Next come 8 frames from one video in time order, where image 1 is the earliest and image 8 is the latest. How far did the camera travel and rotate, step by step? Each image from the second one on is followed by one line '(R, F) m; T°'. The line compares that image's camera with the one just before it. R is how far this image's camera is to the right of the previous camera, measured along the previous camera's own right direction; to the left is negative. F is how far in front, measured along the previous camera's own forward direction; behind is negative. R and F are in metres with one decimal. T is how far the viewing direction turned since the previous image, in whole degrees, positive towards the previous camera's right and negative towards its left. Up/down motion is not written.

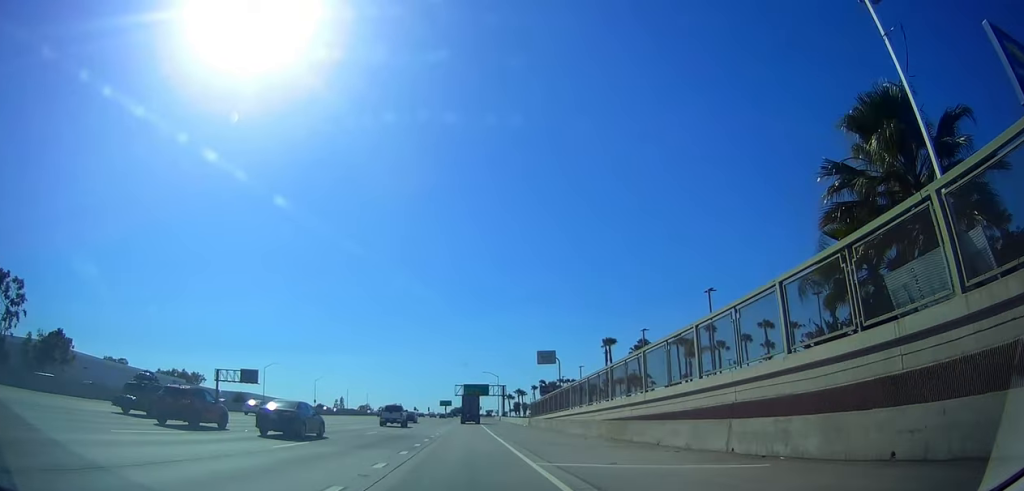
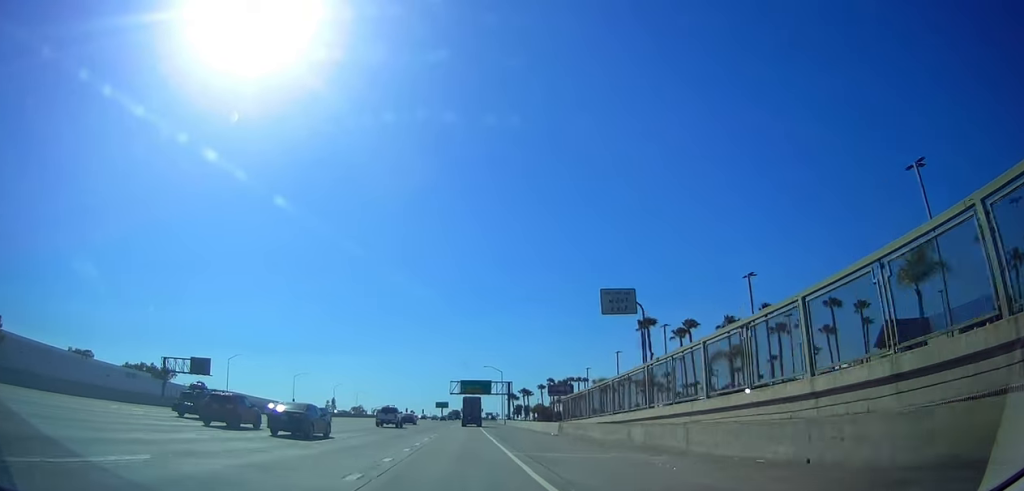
(0.0, +25.4) m; -1°
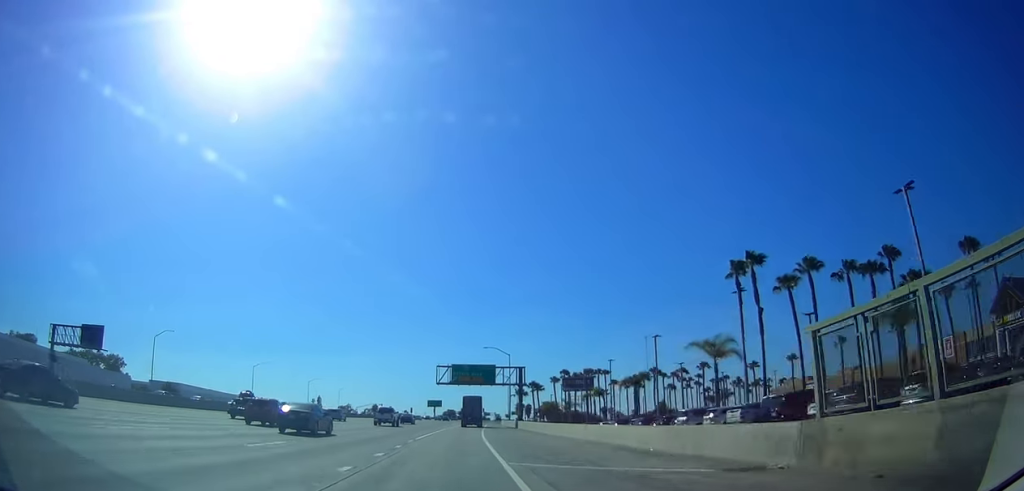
(-0.7, +35.3) m; -1°
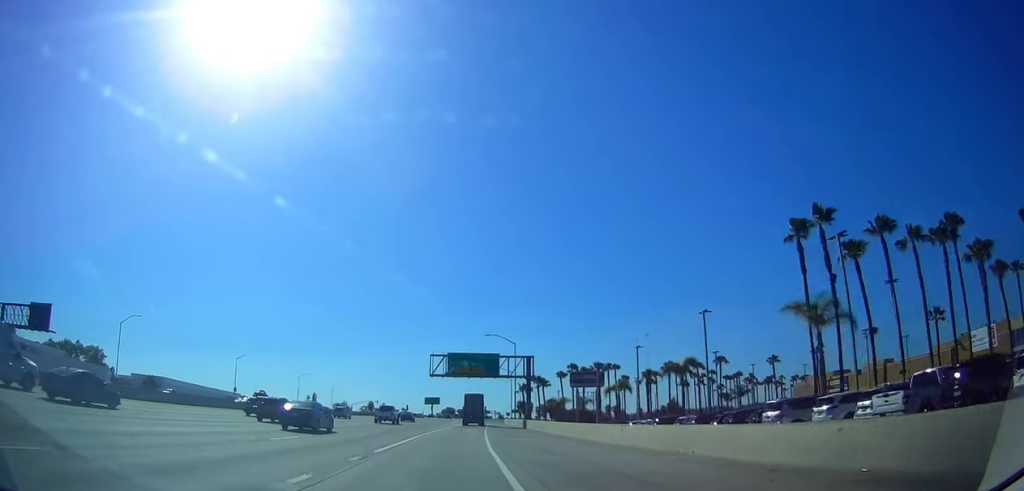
(-0.1, +12.5) m; +1°
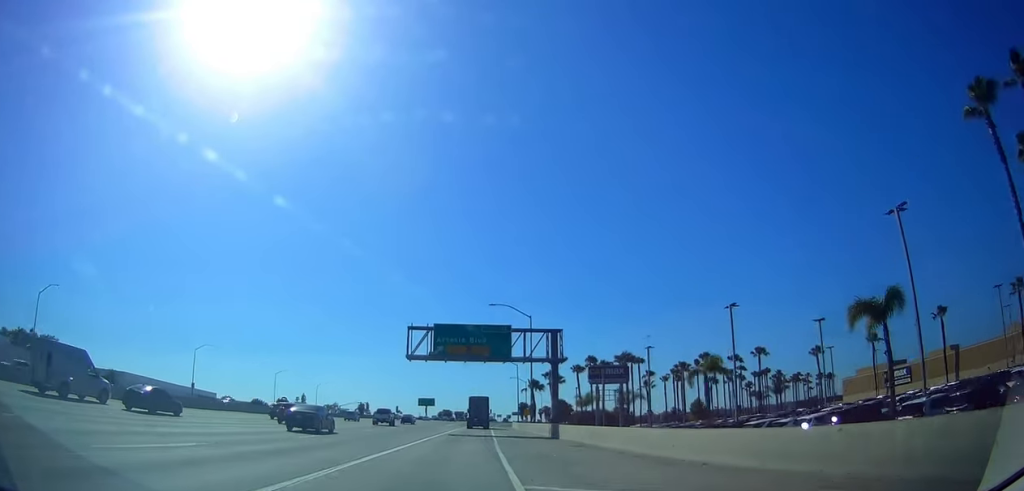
(+0.4, +23.9) m; +1°
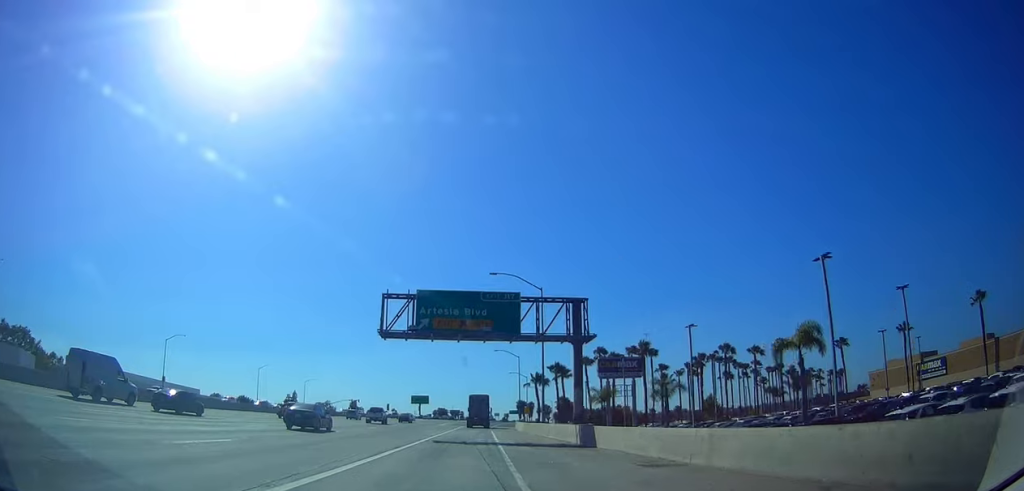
(0.0, +12.1) m; 0°
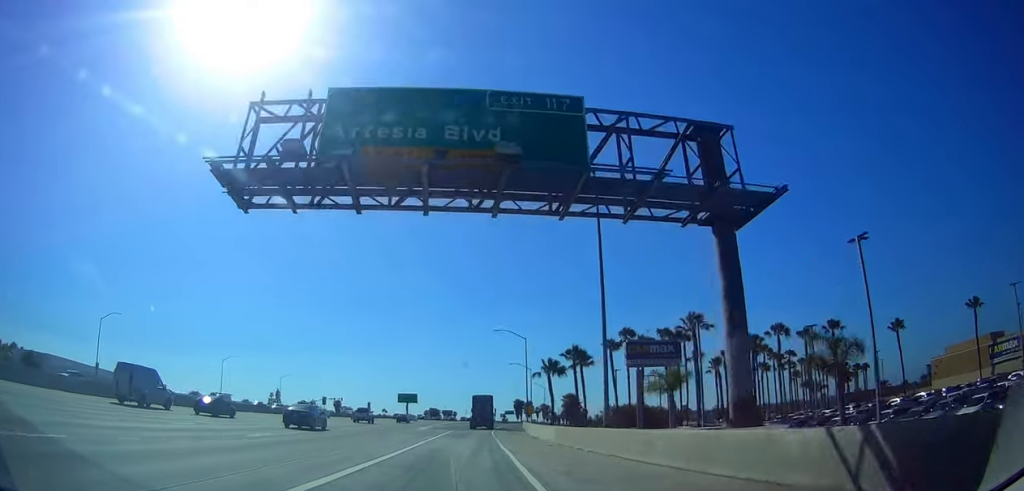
(0.0, +22.4) m; -1°
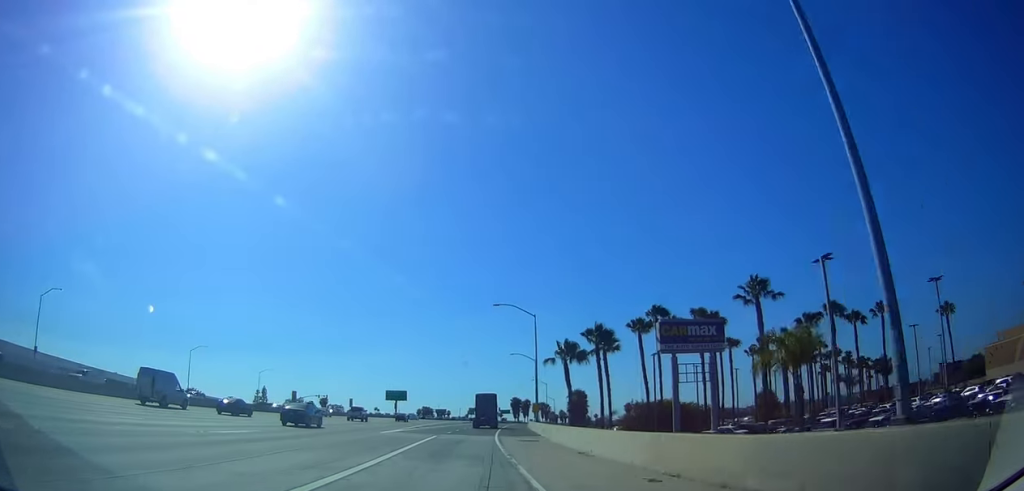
(0.0, +16.2) m; -1°
